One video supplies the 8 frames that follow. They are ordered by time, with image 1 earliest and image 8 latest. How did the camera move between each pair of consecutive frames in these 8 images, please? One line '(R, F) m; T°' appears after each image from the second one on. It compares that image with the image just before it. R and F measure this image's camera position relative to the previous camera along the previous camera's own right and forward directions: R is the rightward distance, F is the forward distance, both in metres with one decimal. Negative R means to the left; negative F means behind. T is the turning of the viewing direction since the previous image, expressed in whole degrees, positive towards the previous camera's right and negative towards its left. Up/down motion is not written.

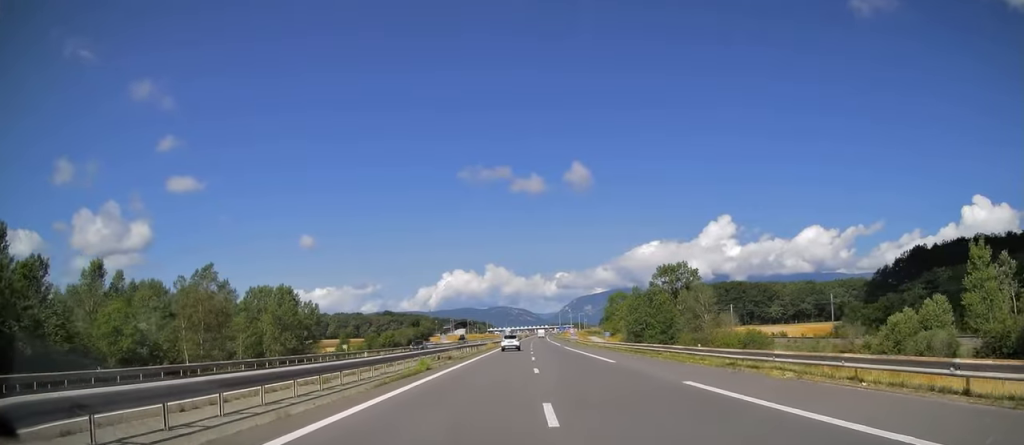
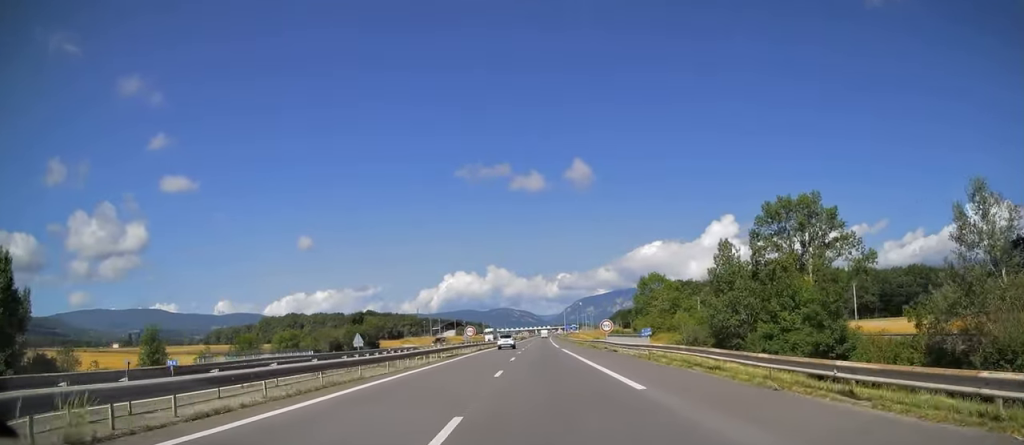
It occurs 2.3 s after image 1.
(0.0, +66.6) m; 0°
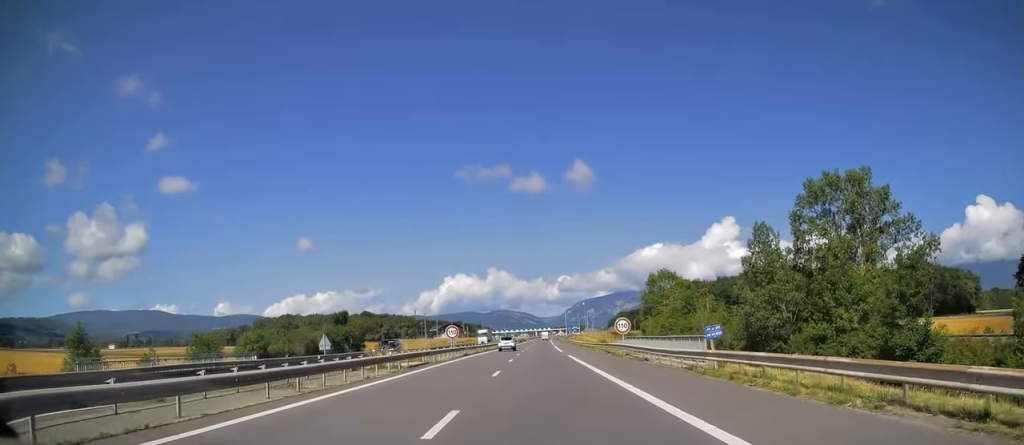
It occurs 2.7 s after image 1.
(+0.2, +12.0) m; 0°
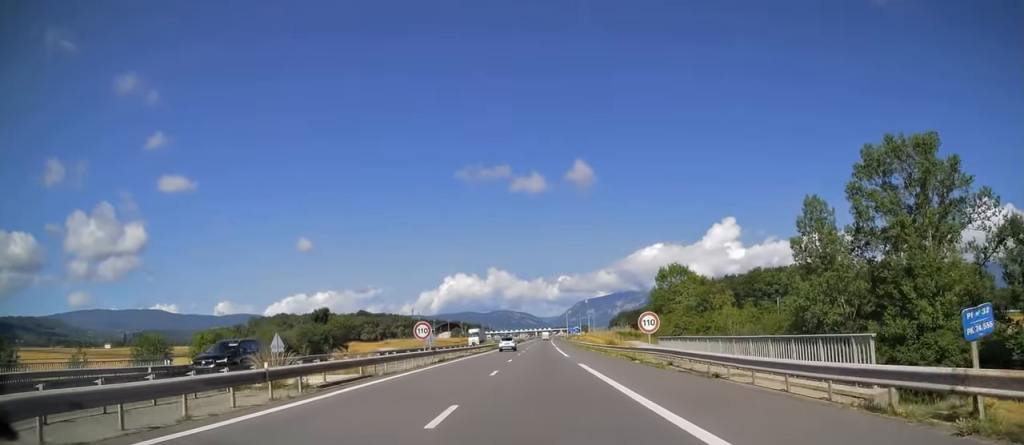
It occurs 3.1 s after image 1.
(+0.1, +12.0) m; 0°
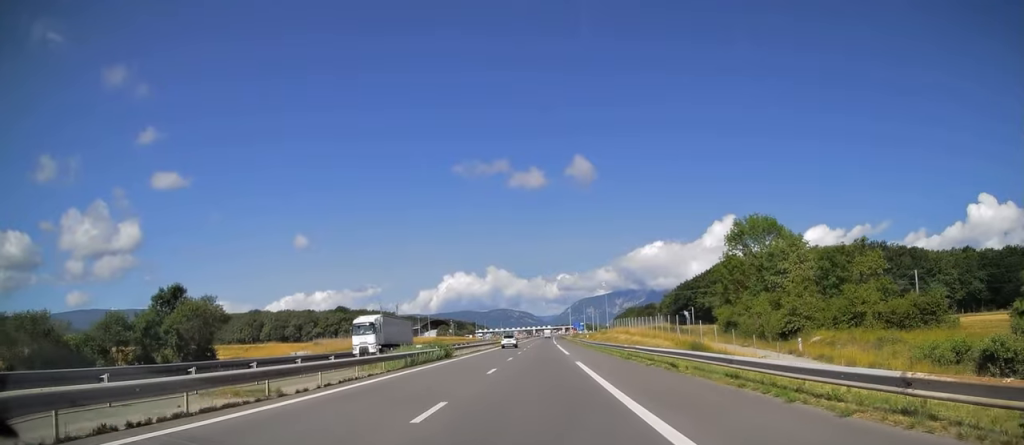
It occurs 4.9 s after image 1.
(-0.1, +51.3) m; +1°
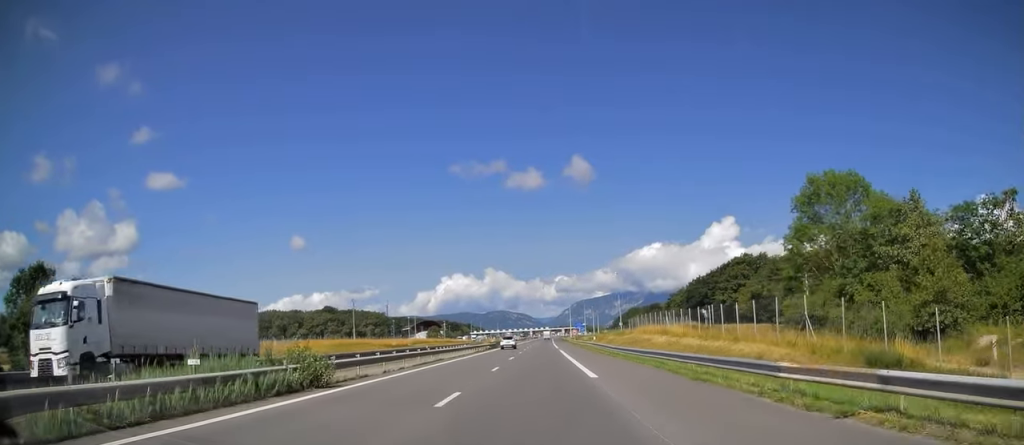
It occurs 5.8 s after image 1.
(0.0, +23.5) m; 0°
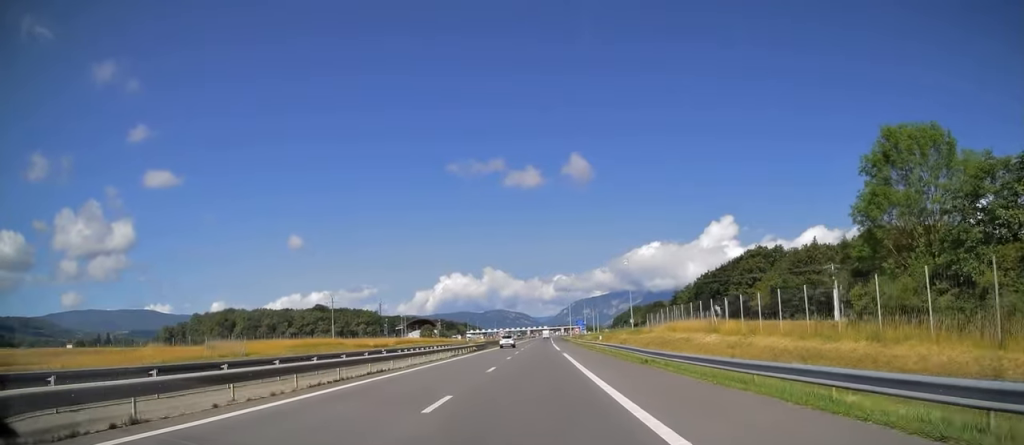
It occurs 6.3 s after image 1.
(0.0, +14.1) m; 0°
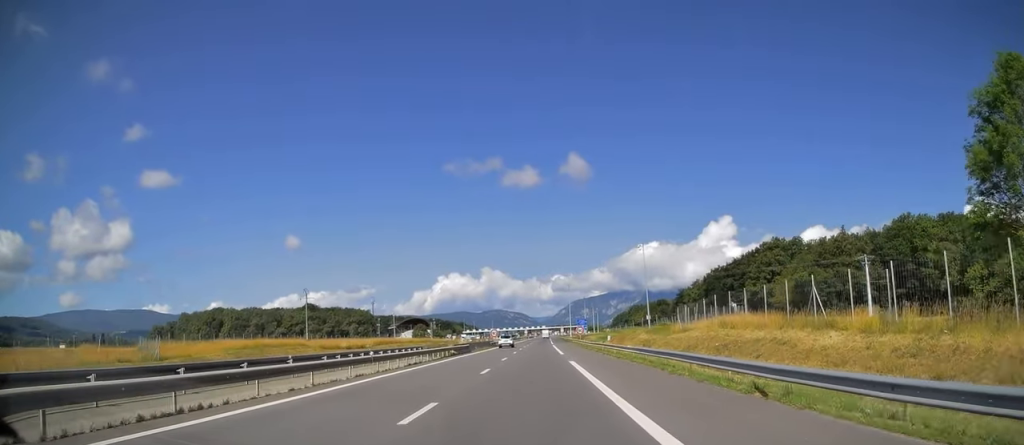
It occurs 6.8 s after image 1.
(0.0, +14.5) m; 0°
